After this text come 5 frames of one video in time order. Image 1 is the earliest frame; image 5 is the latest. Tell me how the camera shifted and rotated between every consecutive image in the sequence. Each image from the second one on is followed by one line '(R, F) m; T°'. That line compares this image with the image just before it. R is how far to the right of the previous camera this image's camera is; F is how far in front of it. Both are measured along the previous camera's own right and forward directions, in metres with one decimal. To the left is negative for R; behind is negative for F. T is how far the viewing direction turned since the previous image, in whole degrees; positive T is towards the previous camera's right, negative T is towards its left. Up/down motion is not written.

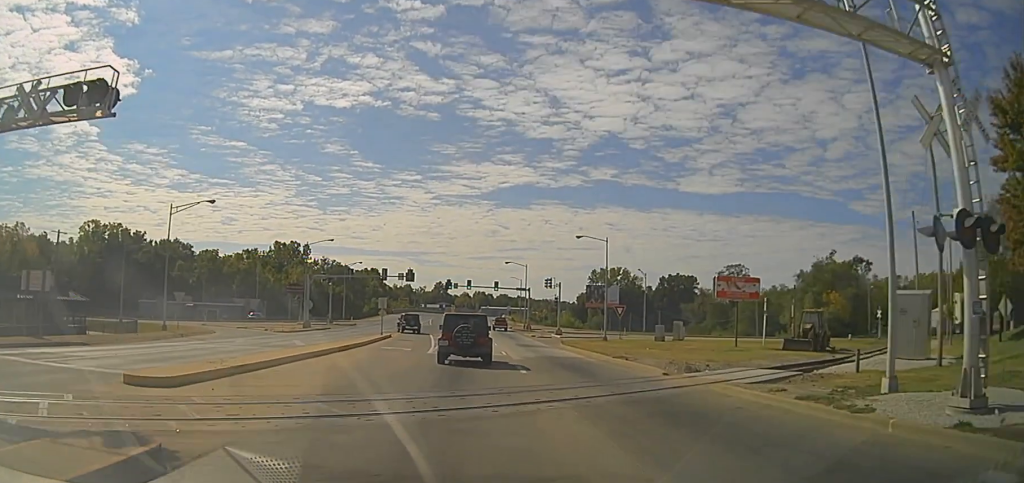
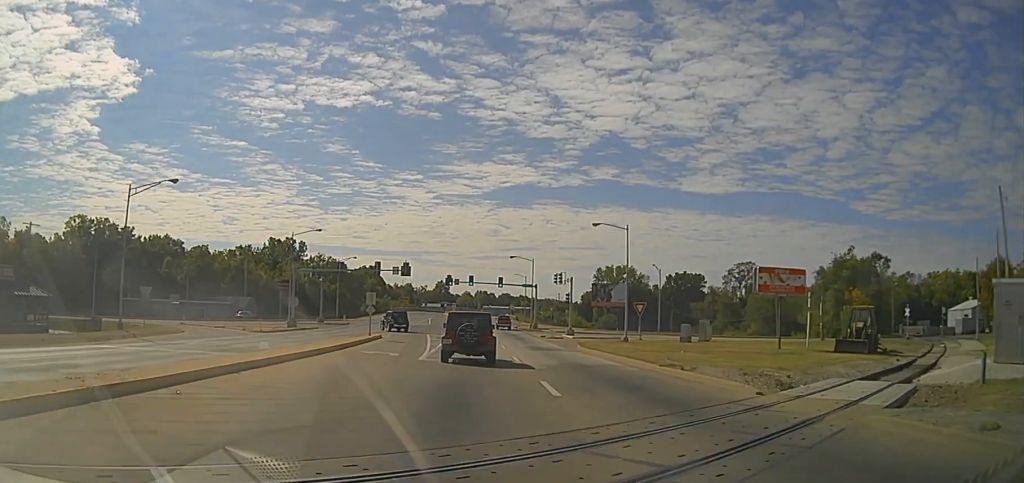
(-0.3, +6.2) m; +1°
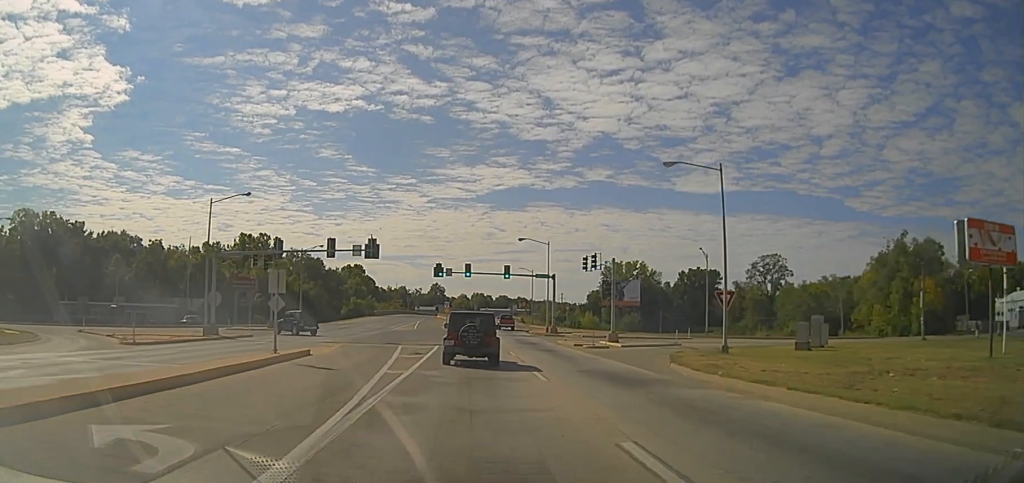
(+0.8, +19.5) m; +1°
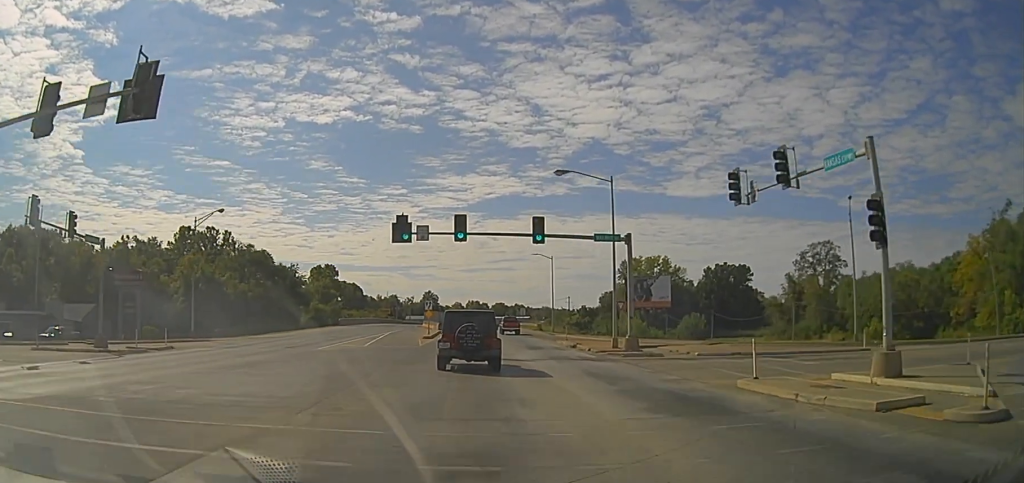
(-0.6, +31.8) m; 0°
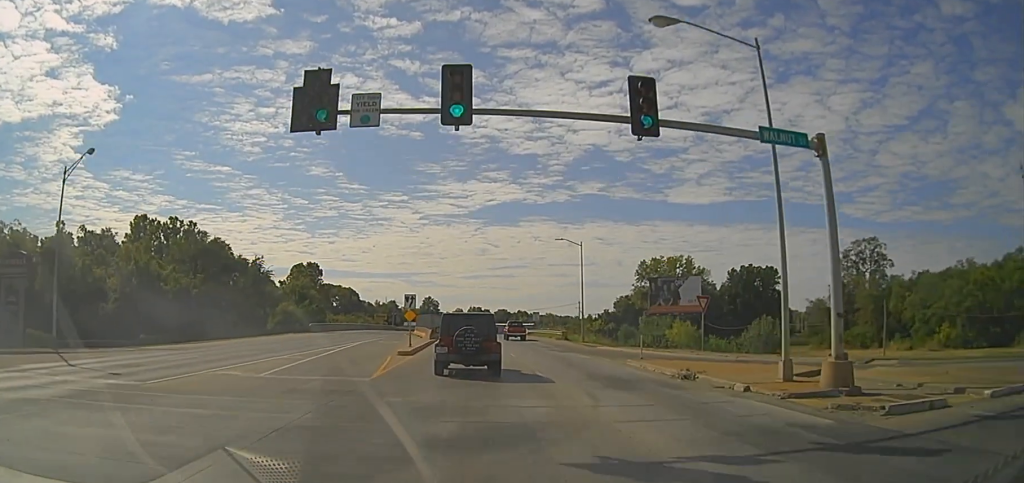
(+0.3, +20.0) m; +1°
